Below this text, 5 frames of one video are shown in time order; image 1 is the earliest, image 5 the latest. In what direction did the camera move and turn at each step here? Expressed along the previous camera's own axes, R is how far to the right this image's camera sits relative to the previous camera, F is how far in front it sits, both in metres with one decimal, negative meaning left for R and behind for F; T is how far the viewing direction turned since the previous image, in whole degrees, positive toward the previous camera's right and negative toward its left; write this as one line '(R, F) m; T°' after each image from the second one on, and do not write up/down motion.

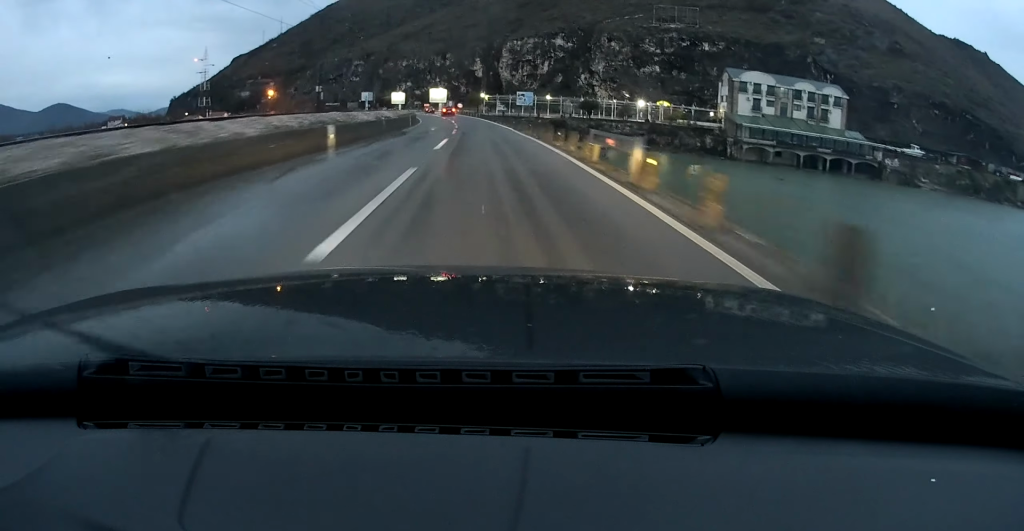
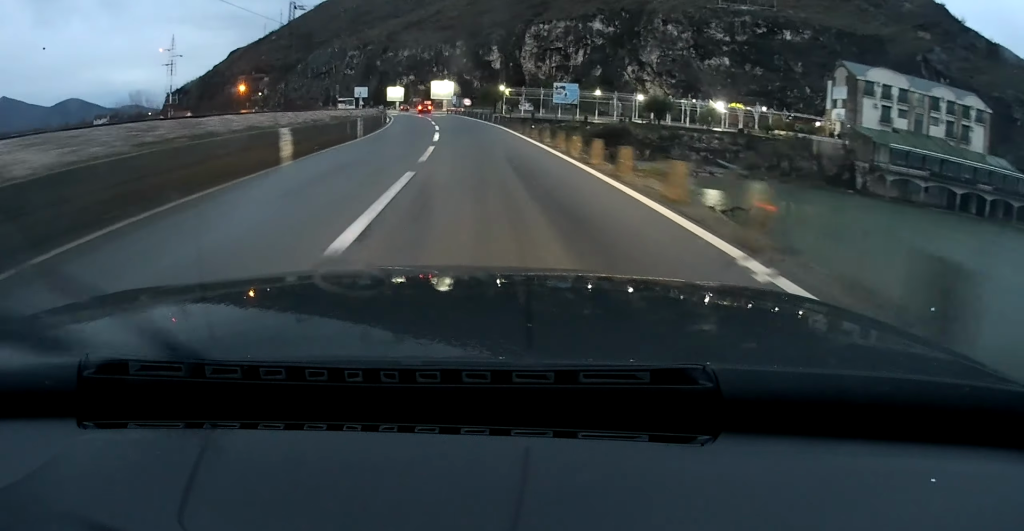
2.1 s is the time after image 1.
(-0.7, +40.2) m; -3°
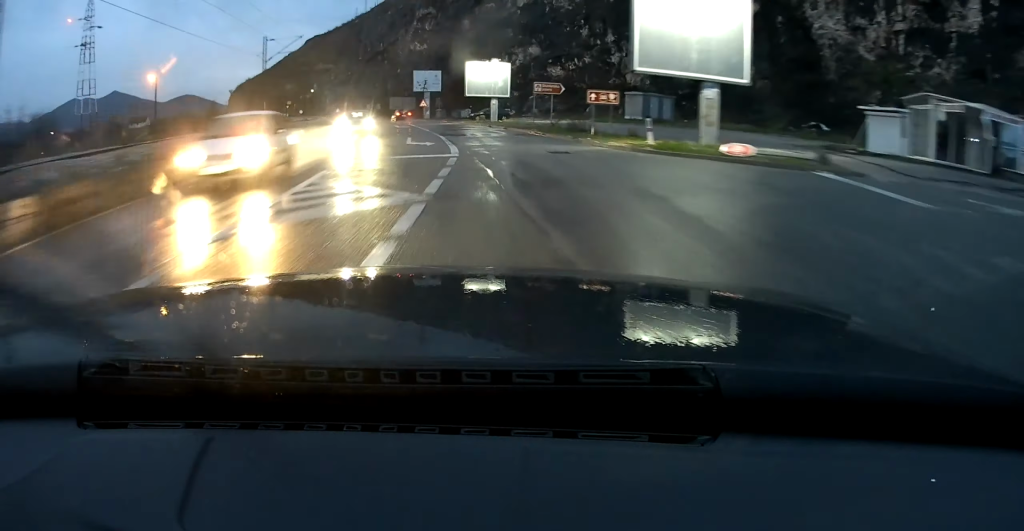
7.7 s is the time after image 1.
(-8.7, +103.3) m; -11°
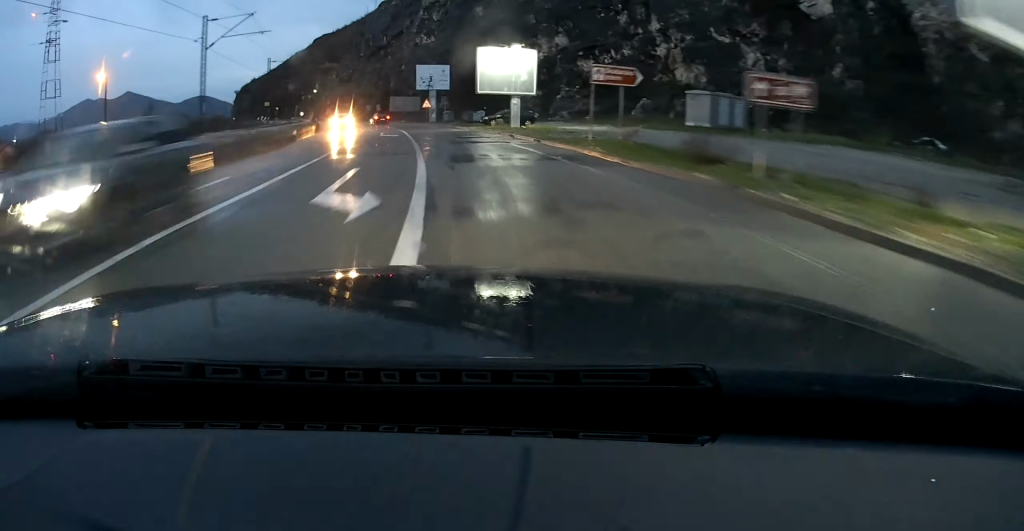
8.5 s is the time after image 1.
(0.0, +15.5) m; -2°
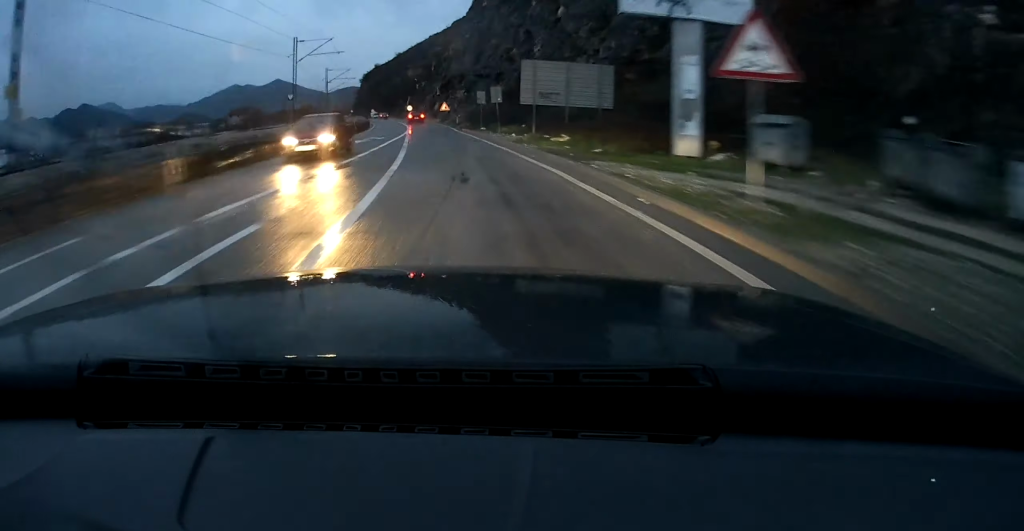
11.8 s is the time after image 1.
(-6.1, +61.0) m; -11°
